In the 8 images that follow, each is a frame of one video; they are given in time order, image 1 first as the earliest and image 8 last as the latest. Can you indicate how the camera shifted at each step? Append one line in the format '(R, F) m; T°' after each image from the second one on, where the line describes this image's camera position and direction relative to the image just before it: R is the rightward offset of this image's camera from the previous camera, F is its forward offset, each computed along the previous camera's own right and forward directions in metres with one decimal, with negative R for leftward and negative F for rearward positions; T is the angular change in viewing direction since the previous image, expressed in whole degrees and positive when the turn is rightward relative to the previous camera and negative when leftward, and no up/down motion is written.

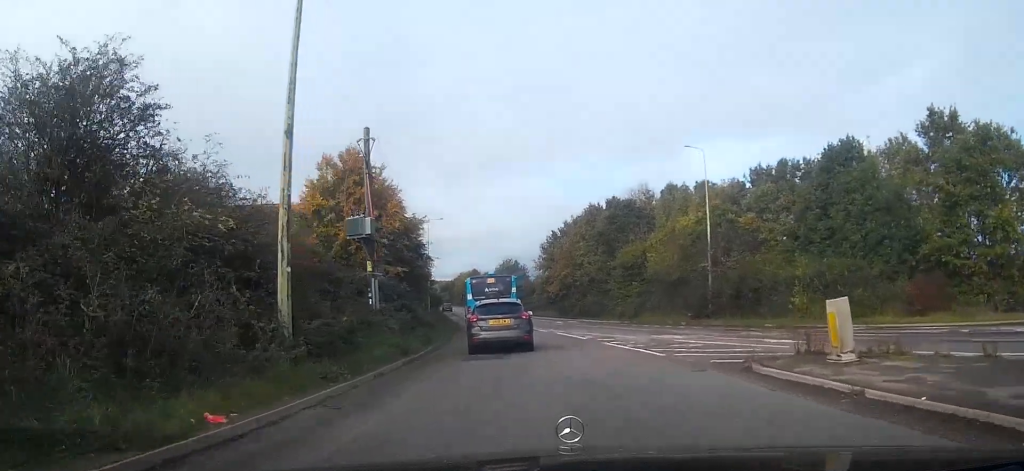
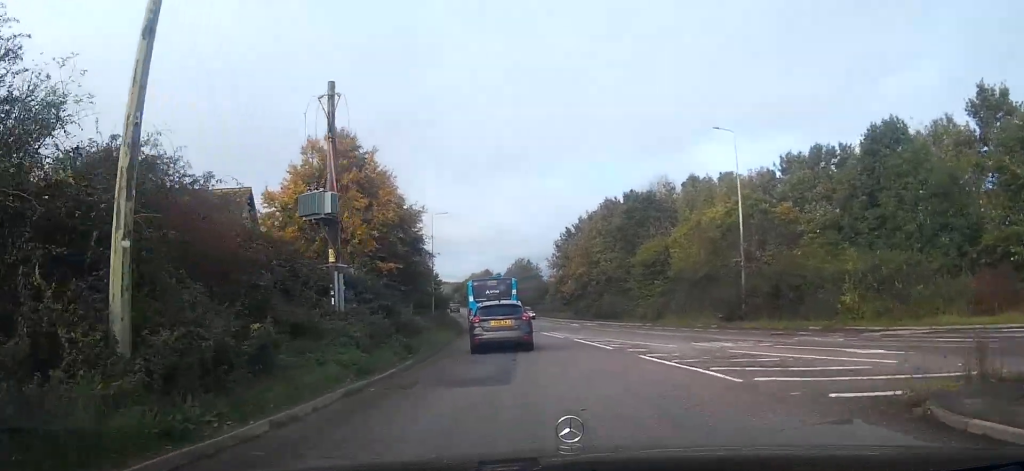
(+0.1, +4.8) m; -2°
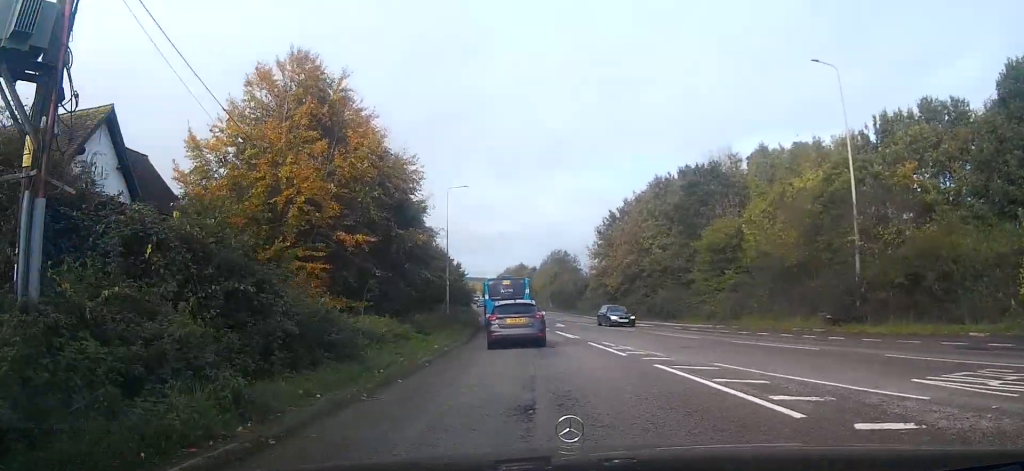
(-0.5, +11.0) m; -2°
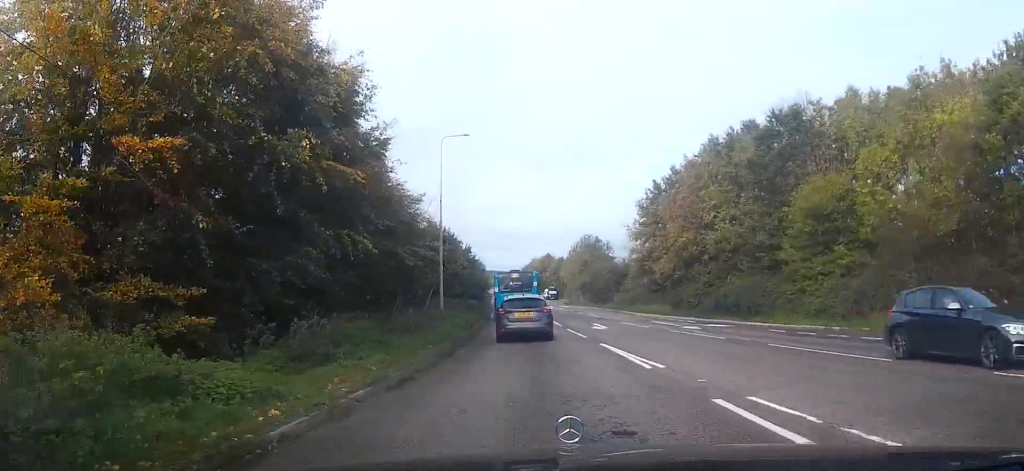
(0.0, +12.9) m; -2°
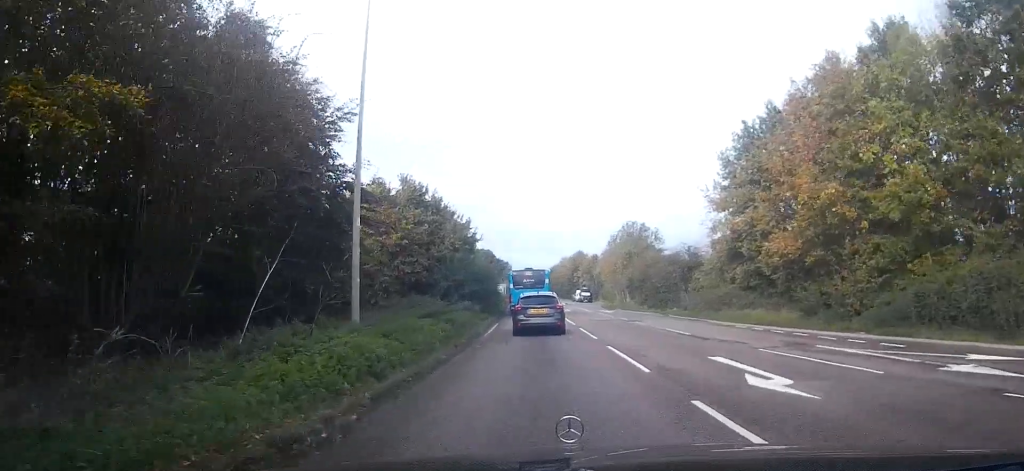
(-0.8, +19.2) m; -3°
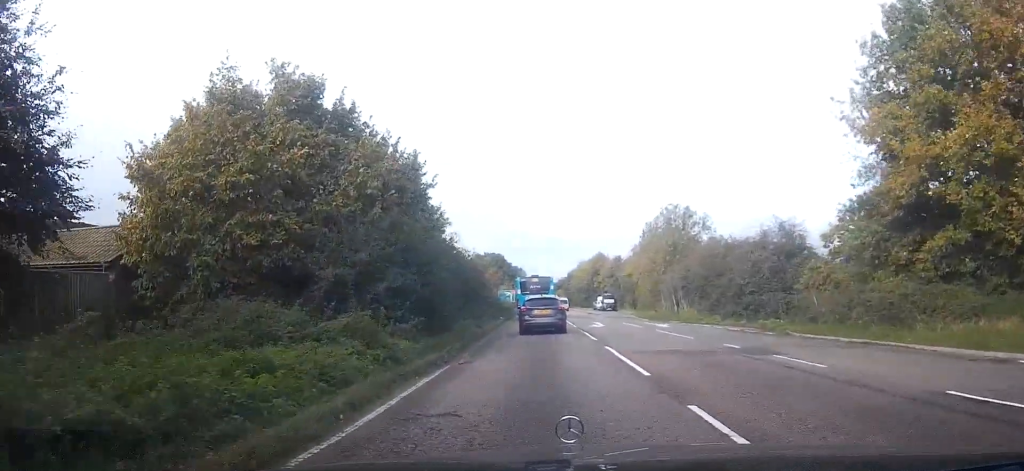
(-0.2, +17.8) m; -1°
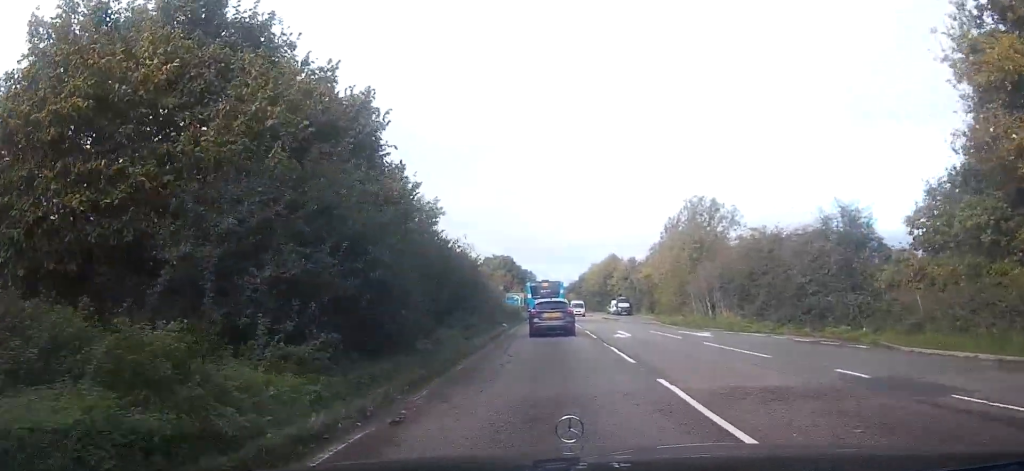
(-0.1, +6.3) m; 0°
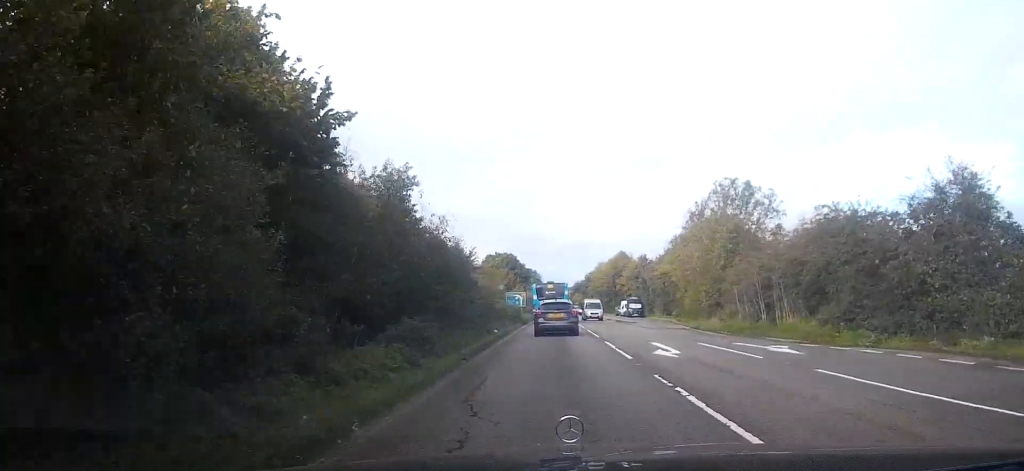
(0.0, +8.2) m; 0°
